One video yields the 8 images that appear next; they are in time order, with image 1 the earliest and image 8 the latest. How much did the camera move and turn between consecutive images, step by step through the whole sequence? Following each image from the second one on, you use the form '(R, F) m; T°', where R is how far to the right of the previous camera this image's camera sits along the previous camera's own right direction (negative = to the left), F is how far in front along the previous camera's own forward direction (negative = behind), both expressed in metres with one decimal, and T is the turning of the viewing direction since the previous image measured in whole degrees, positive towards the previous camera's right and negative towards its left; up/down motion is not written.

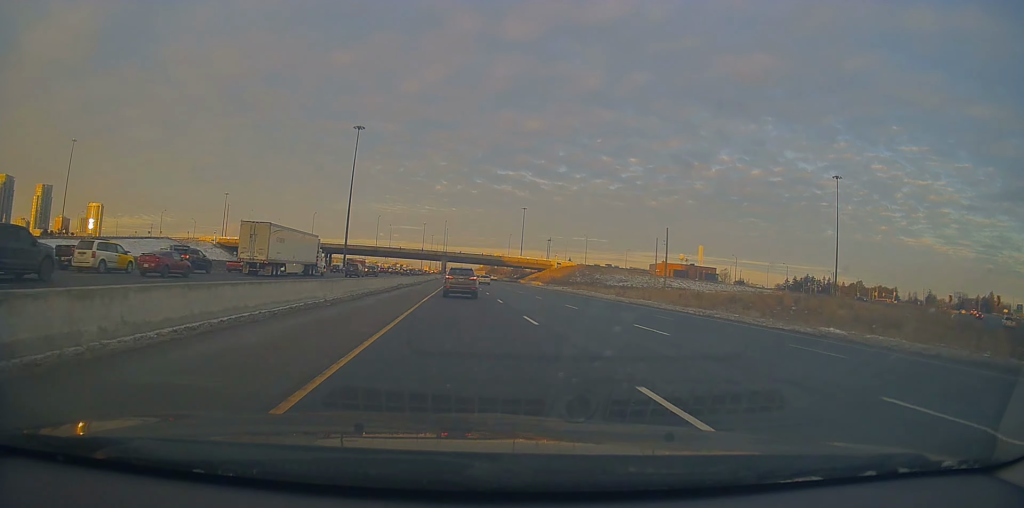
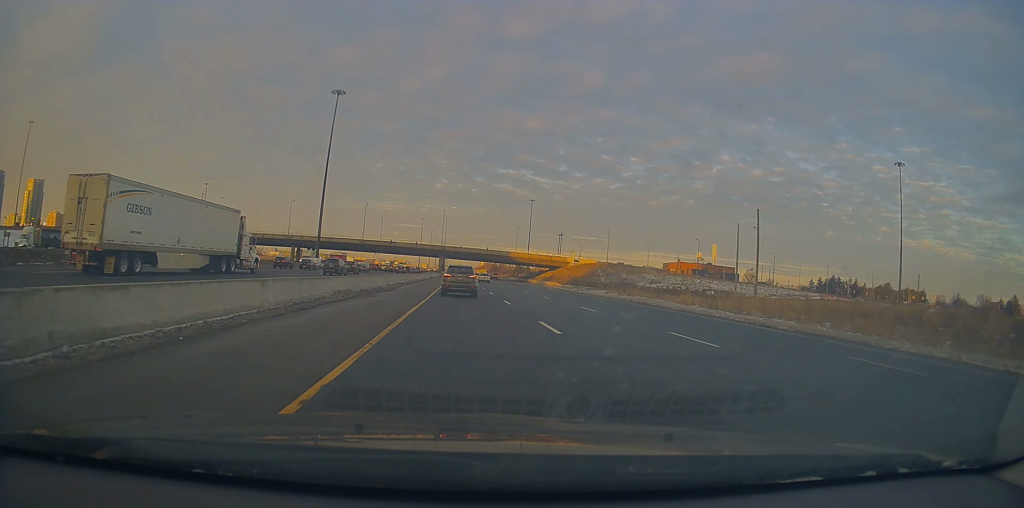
(-0.1, +27.5) m; 0°
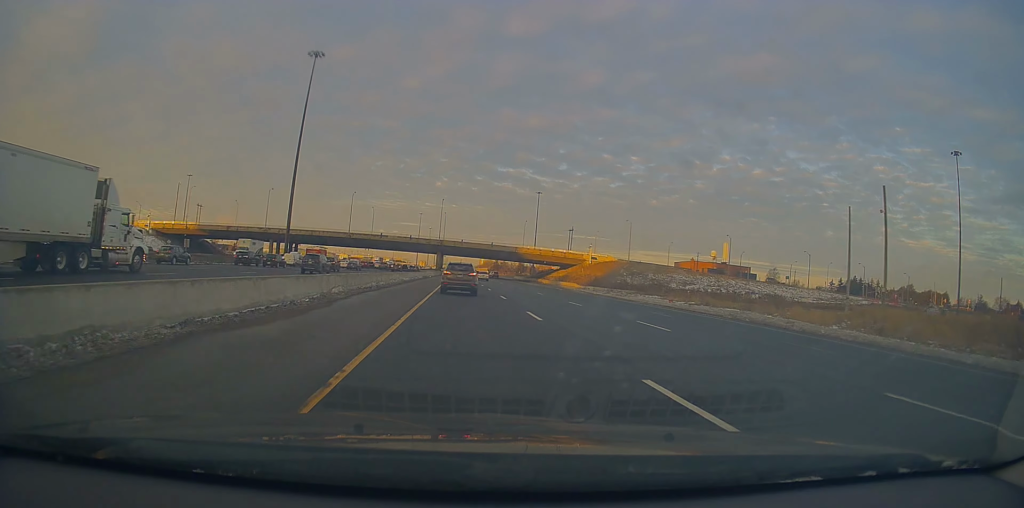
(0.0, +21.0) m; 0°
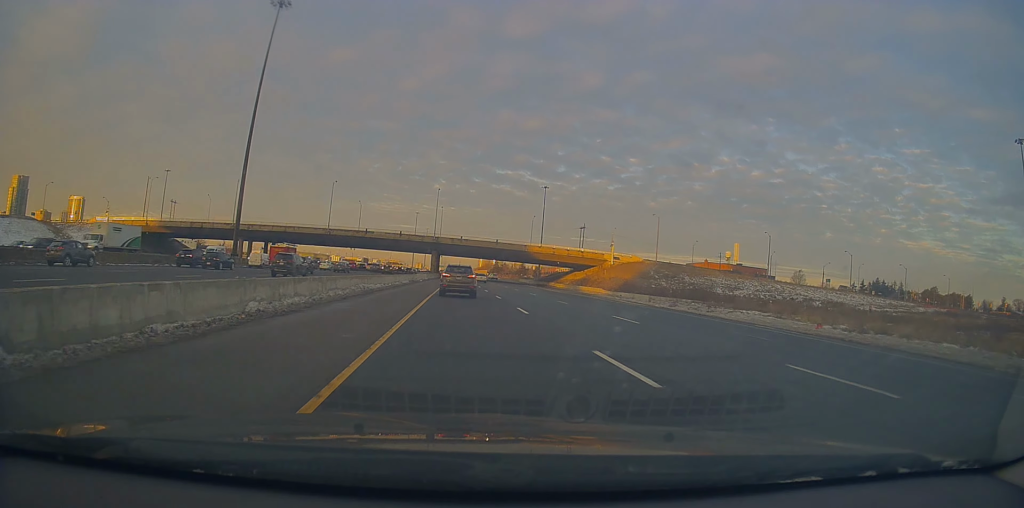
(0.0, +21.7) m; +1°
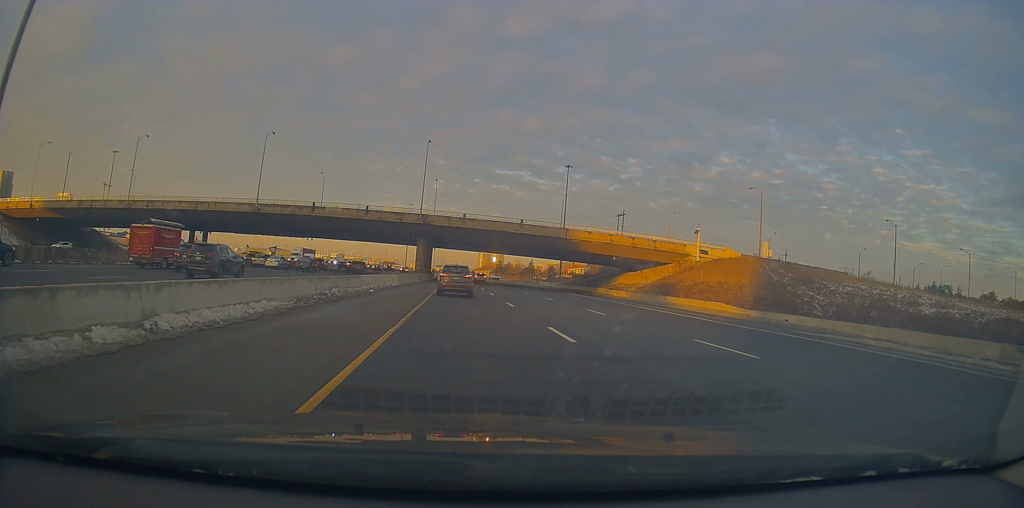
(+0.1, +45.3) m; 0°
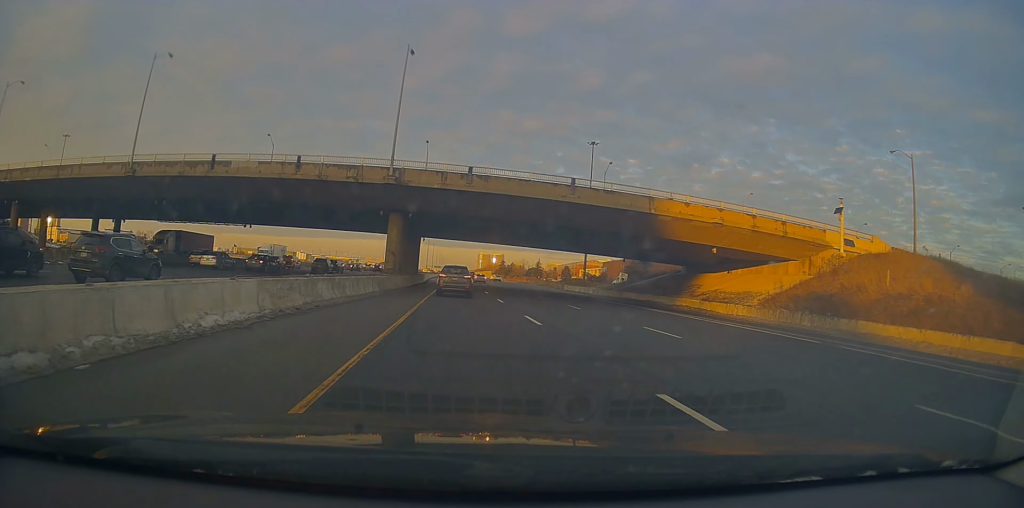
(+0.4, +32.1) m; 0°
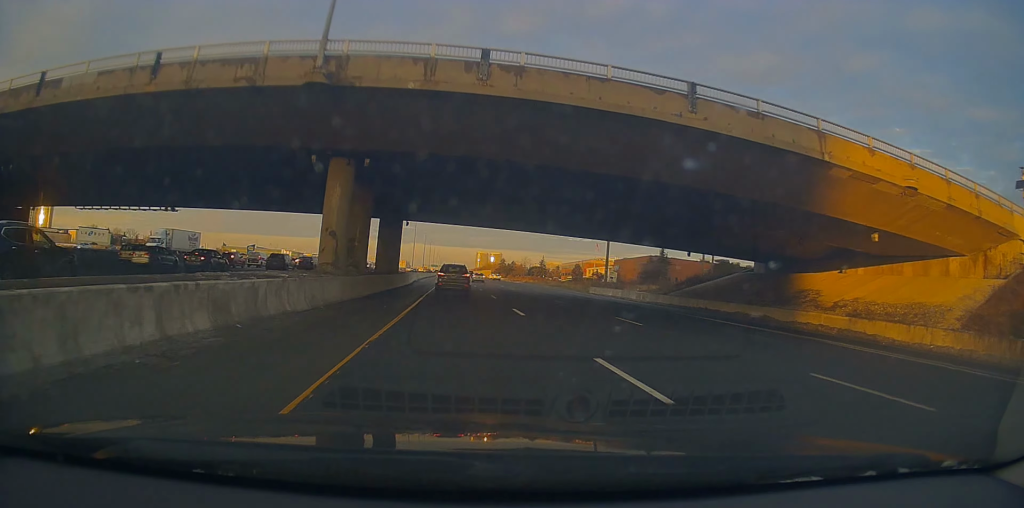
(-0.6, +21.3) m; 0°
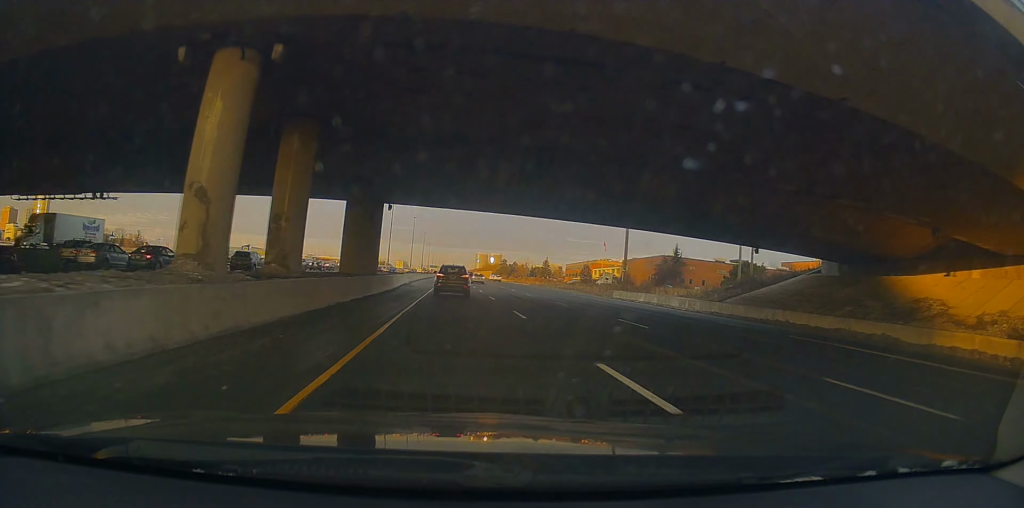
(+0.4, +12.8) m; 0°
